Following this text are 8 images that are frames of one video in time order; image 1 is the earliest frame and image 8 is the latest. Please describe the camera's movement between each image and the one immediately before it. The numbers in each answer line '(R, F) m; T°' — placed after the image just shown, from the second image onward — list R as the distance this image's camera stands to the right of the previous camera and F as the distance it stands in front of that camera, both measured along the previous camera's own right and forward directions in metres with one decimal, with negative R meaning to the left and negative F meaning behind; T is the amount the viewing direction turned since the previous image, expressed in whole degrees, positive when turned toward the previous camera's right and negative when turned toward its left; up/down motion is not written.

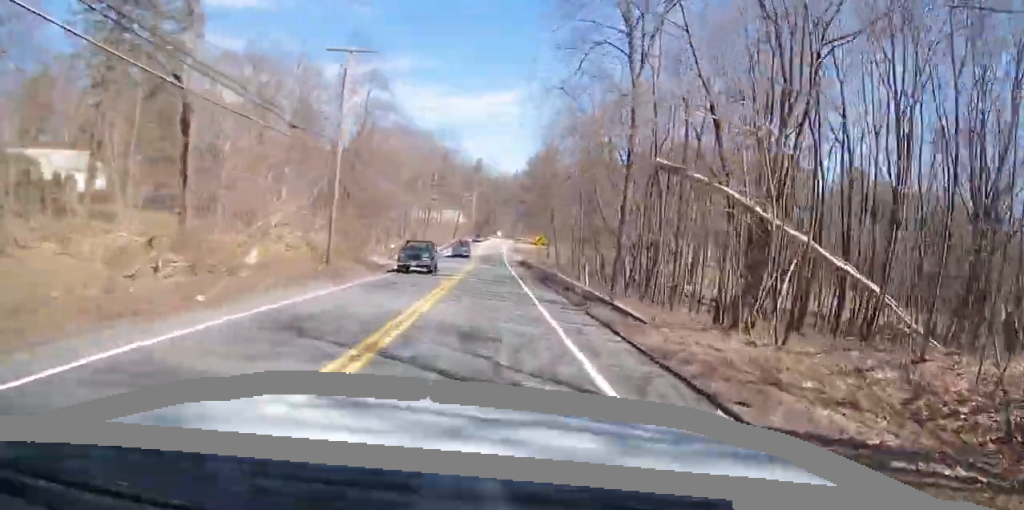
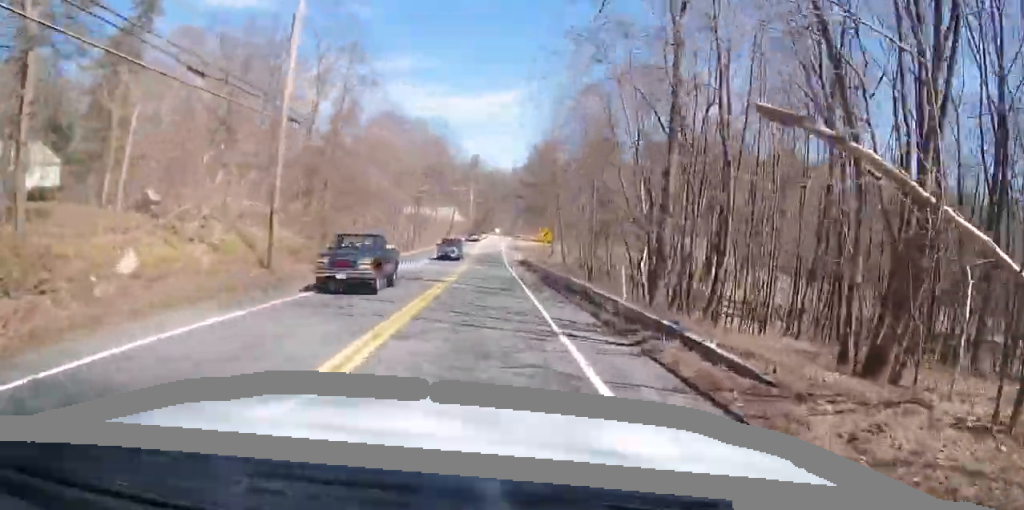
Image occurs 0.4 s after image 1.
(+0.3, +6.8) m; +1°
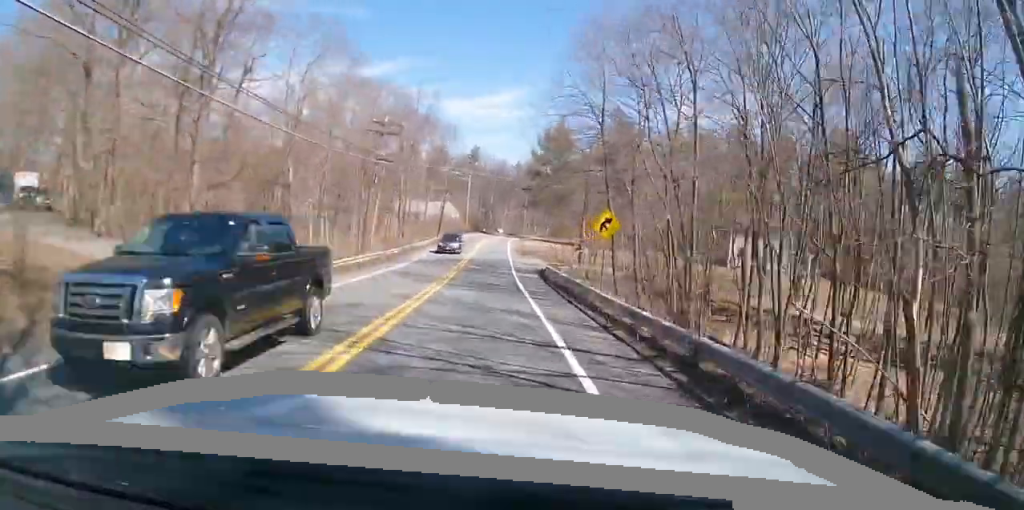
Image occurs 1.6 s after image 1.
(-0.8, +21.1) m; -4°
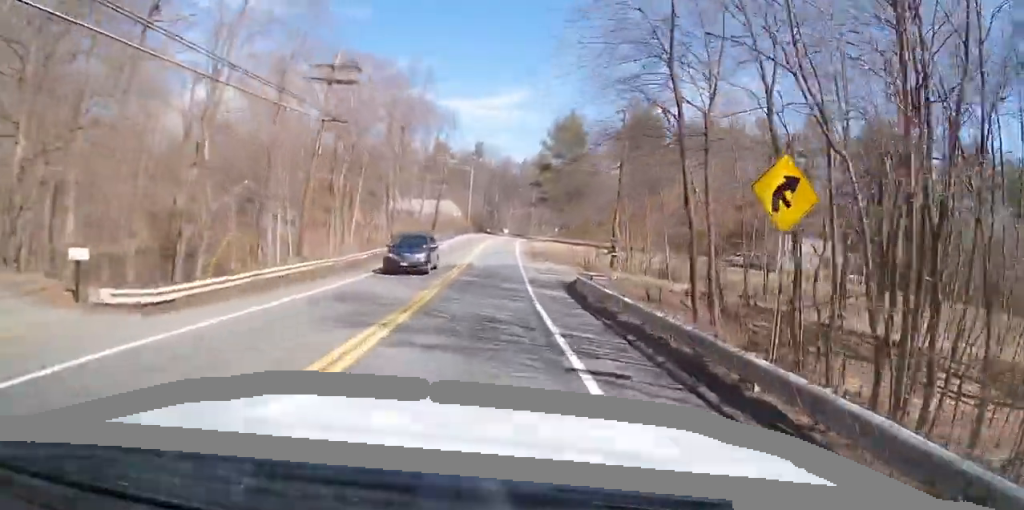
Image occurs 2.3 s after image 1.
(-0.4, +11.5) m; -1°
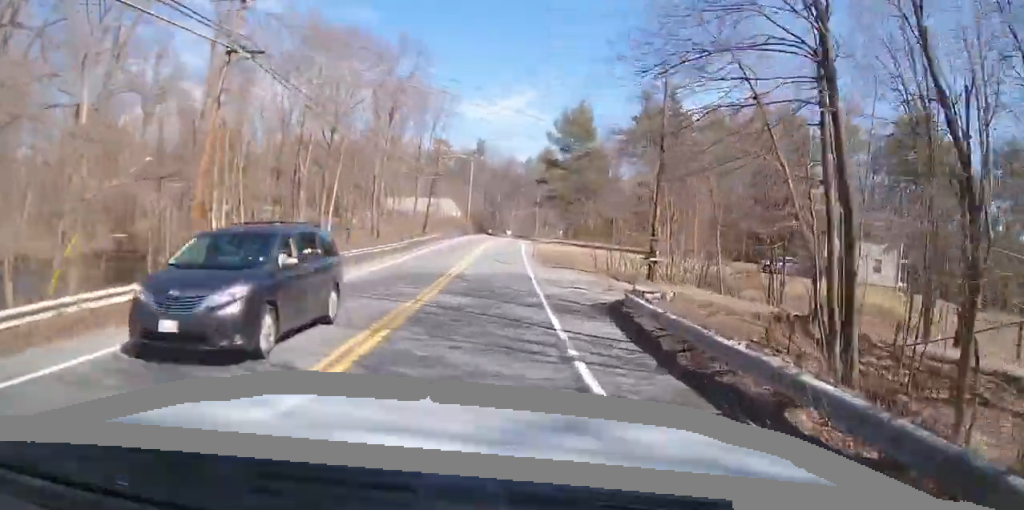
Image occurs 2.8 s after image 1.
(+0.1, +8.7) m; 0°
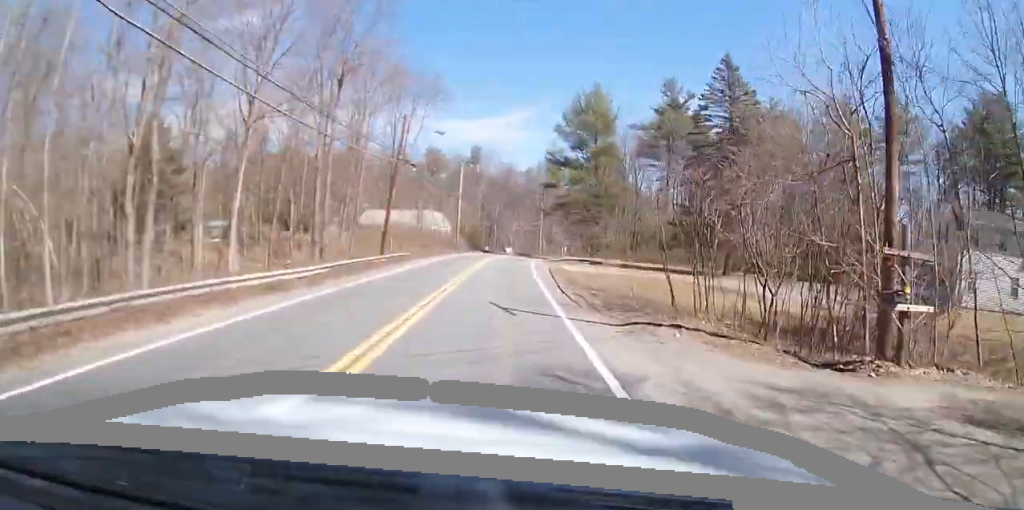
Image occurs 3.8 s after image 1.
(+0.1, +17.6) m; +1°
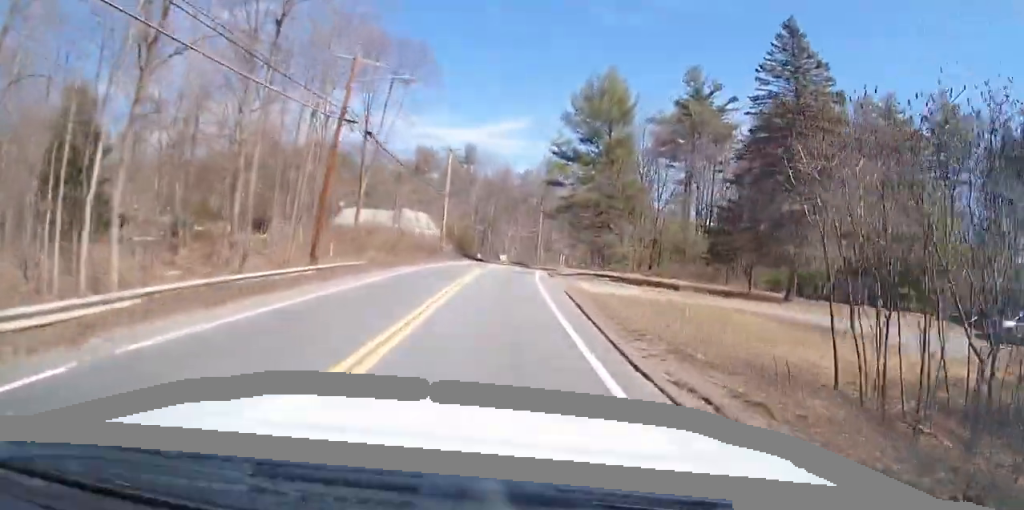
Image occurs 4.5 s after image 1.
(0.0, +11.8) m; 0°
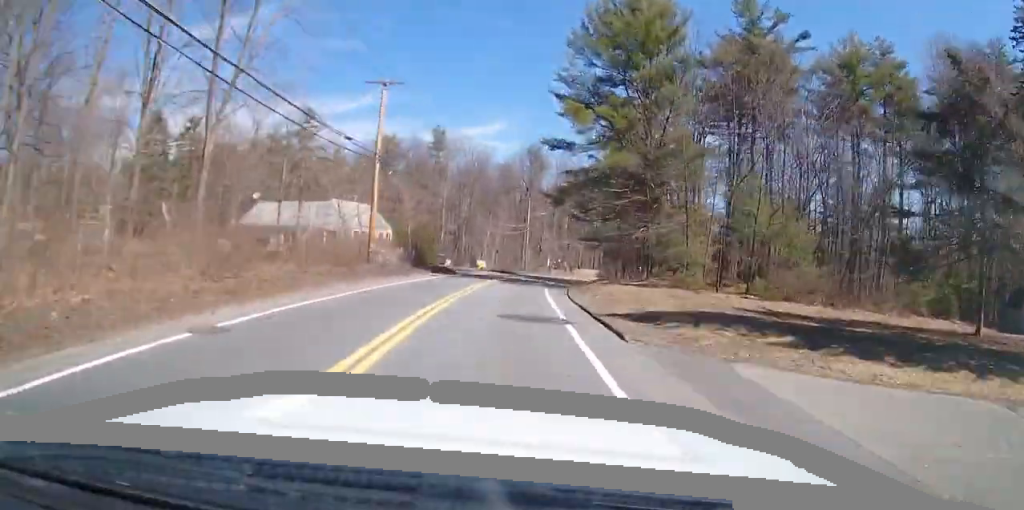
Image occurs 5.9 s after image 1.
(+0.8, +24.7) m; +5°
